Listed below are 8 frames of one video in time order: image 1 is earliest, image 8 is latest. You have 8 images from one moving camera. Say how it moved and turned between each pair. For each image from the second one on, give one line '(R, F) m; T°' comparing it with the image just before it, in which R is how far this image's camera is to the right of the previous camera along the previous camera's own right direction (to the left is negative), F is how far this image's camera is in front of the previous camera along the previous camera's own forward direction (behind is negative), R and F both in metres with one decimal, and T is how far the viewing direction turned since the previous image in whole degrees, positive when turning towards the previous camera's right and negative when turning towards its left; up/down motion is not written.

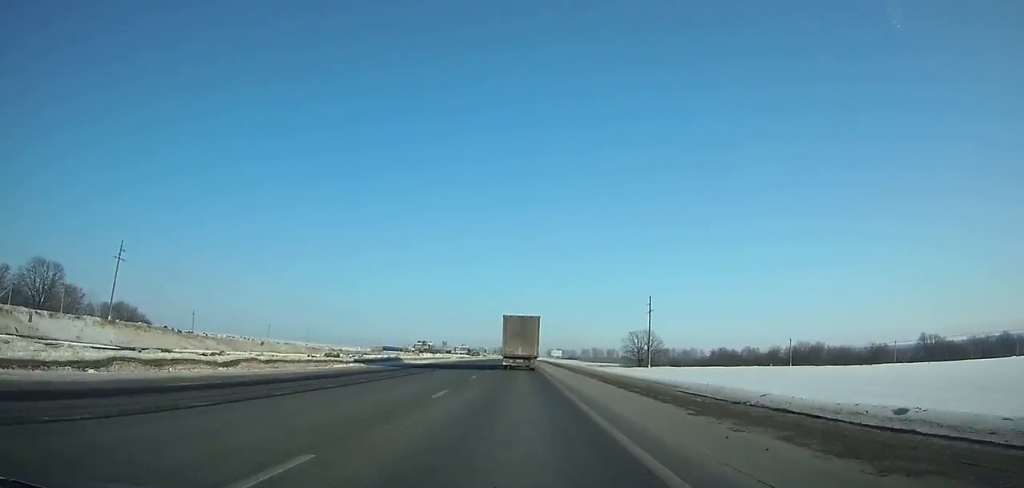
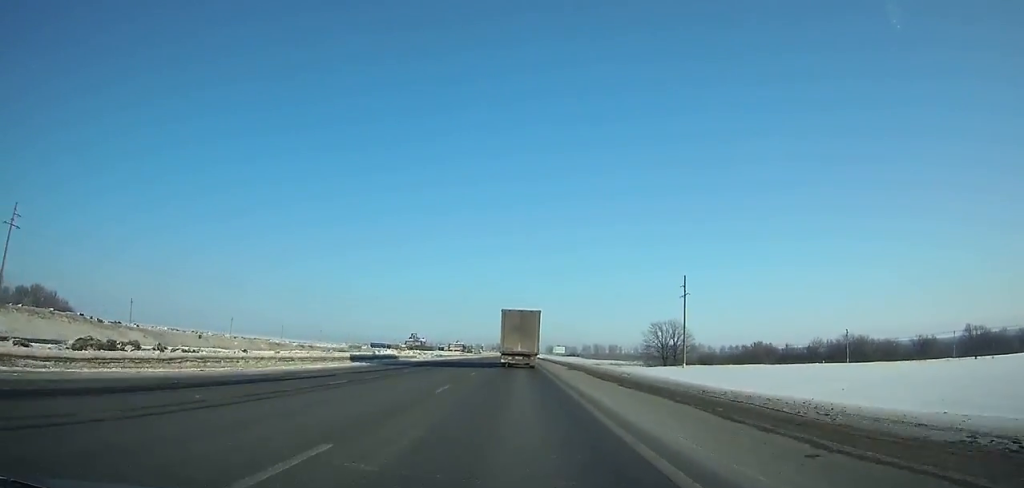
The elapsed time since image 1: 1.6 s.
(-0.1, +35.0) m; 0°
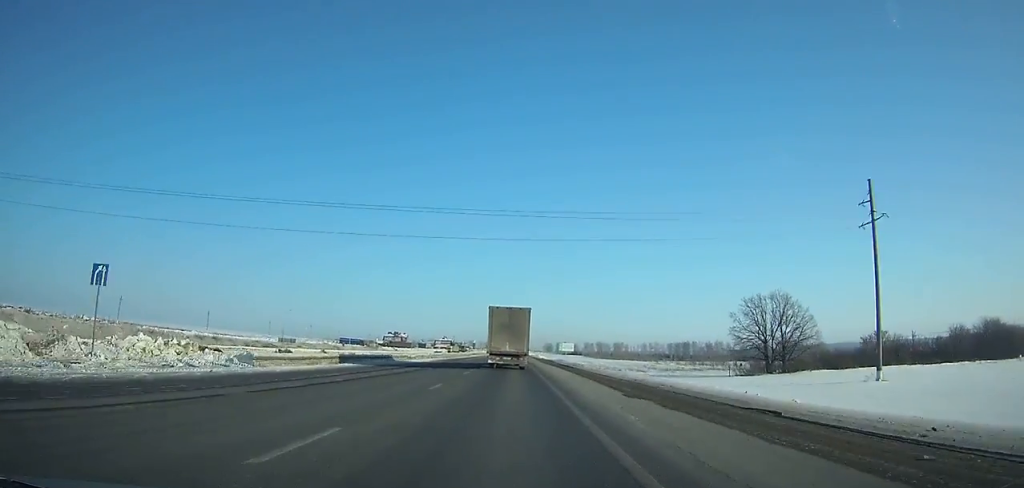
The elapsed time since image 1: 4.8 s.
(+0.5, +68.7) m; 0°
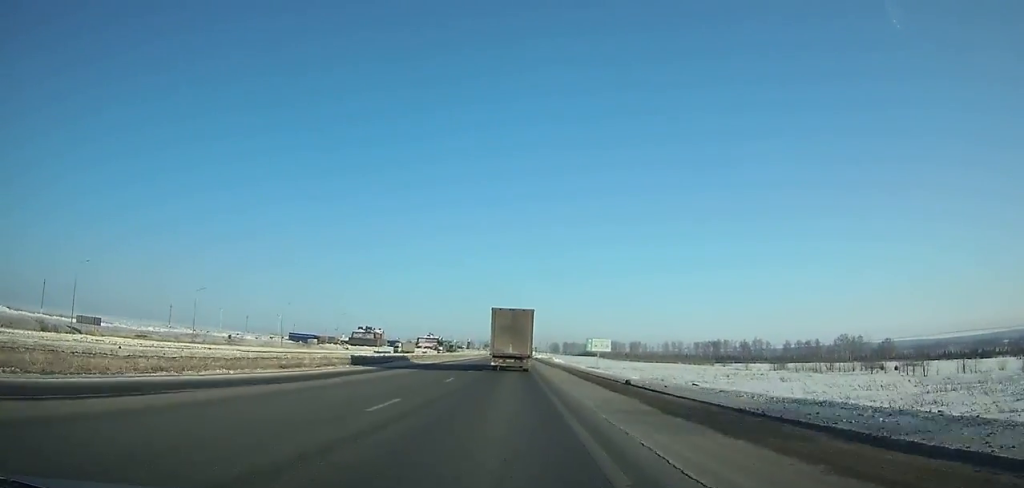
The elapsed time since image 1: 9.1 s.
(+0.1, +90.1) m; 0°
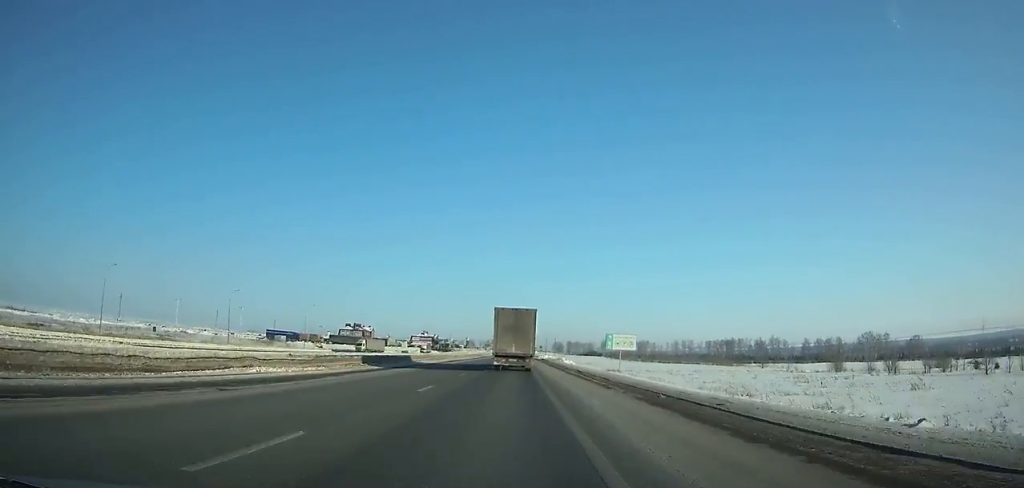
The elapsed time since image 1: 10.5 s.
(+0.1, +29.0) m; 0°
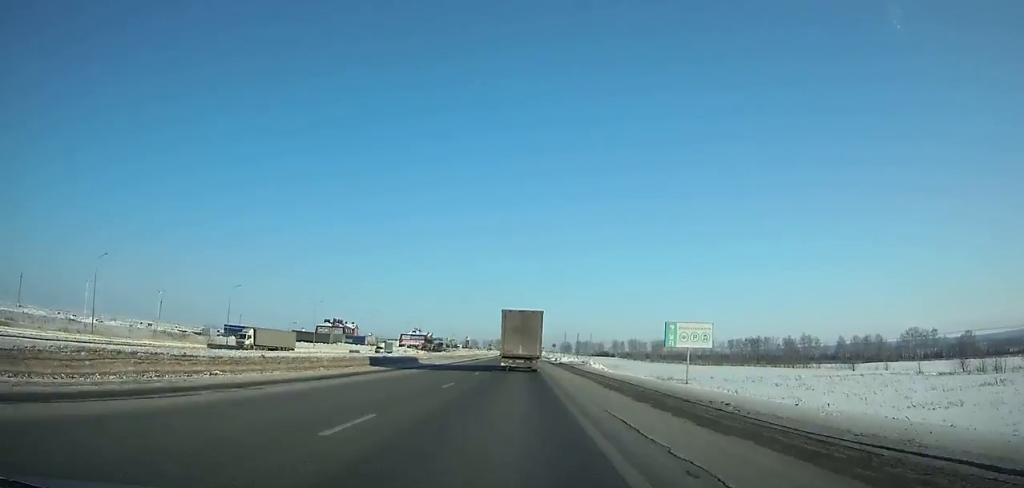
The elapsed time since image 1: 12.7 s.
(-0.4, +44.8) m; 0°
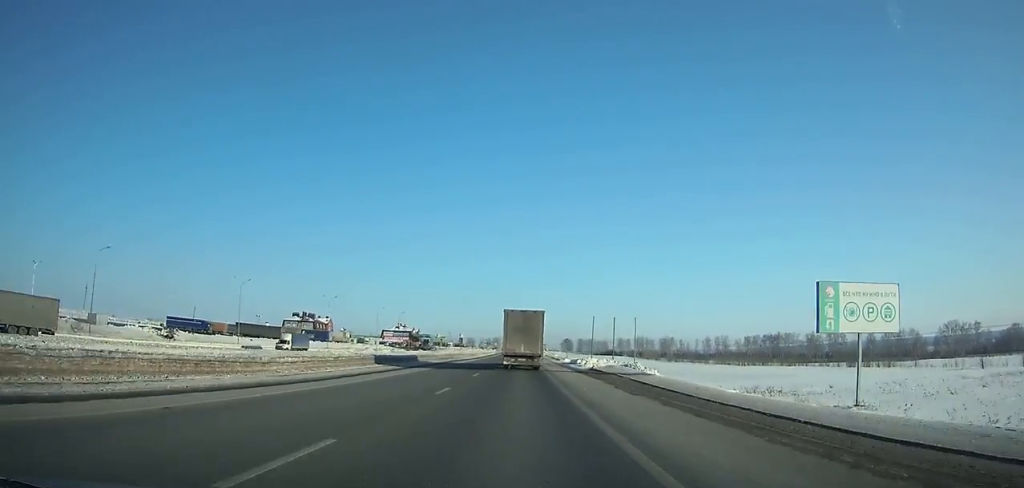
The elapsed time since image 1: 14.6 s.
(0.0, +38.4) m; 0°
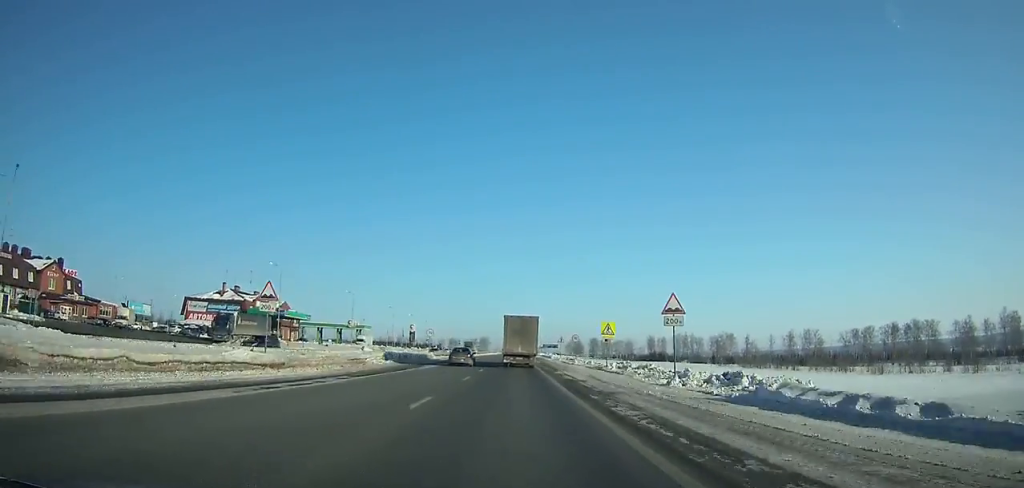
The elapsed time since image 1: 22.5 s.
(+0.7, +155.6) m; 0°
